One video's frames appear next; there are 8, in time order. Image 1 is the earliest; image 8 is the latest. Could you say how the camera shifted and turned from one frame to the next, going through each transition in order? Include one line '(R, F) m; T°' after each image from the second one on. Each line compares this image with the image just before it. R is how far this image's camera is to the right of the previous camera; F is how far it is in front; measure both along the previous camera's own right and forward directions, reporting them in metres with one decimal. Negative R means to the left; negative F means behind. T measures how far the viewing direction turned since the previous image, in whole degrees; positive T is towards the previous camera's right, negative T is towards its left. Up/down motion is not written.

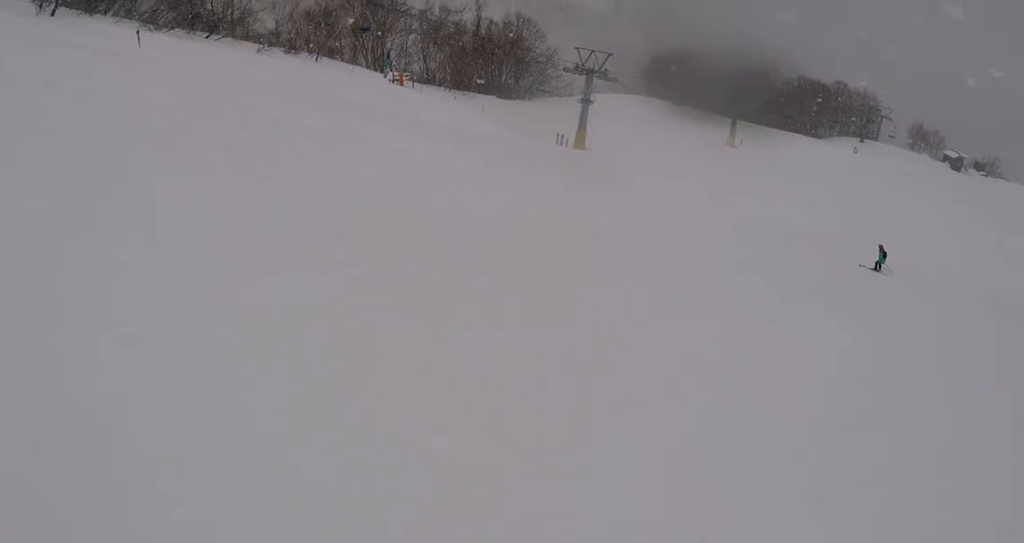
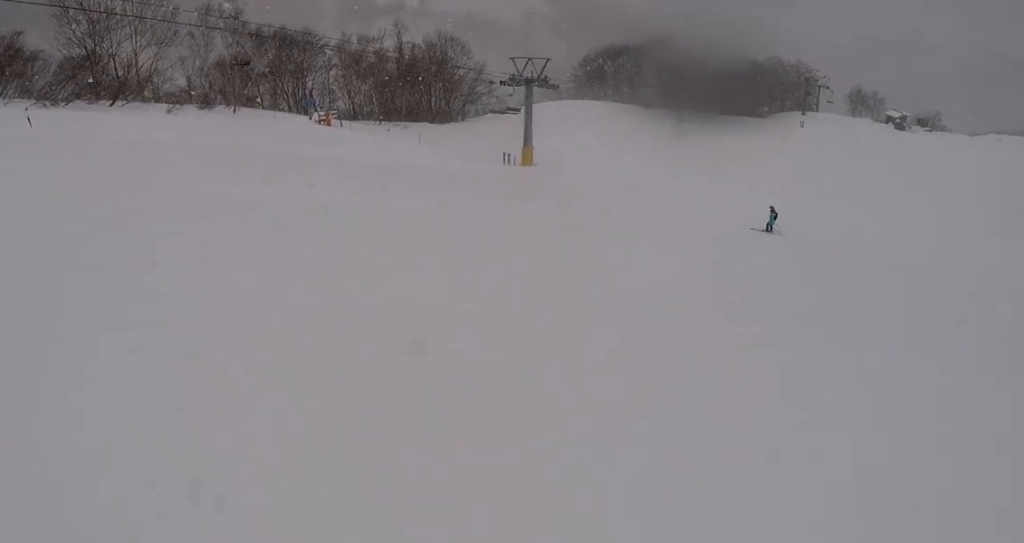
(-0.4, +4.6) m; +4°
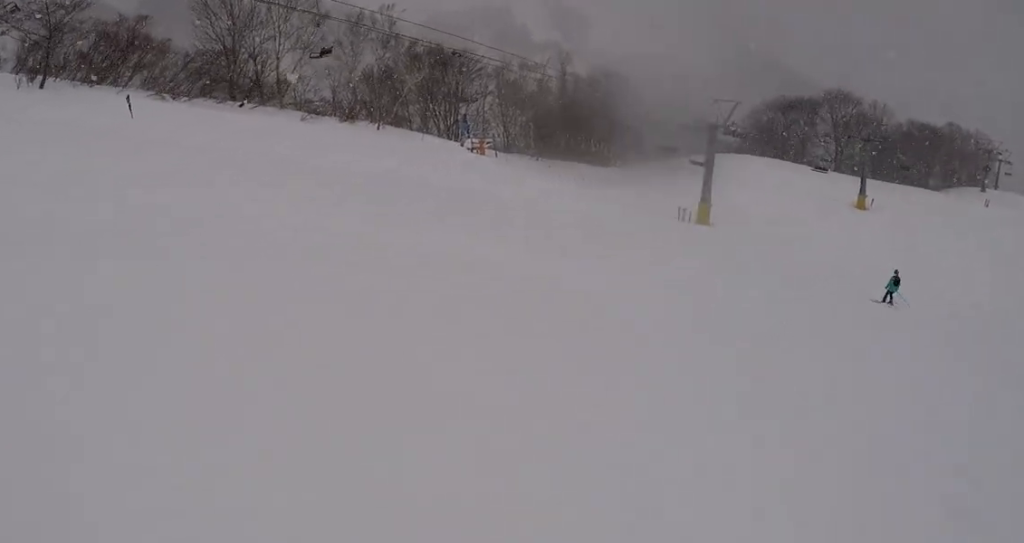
(+1.2, +6.9) m; +18°
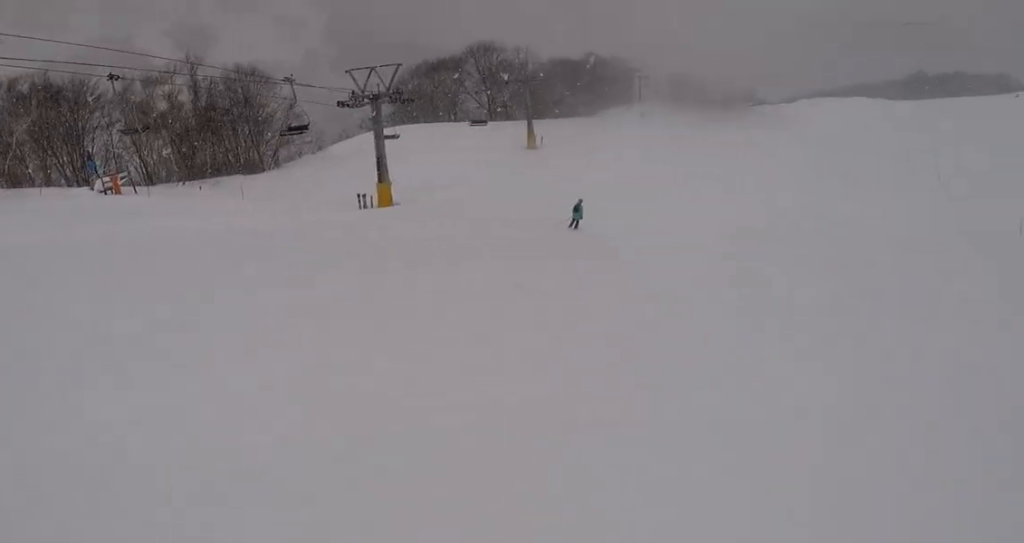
(+1.1, +6.8) m; +26°
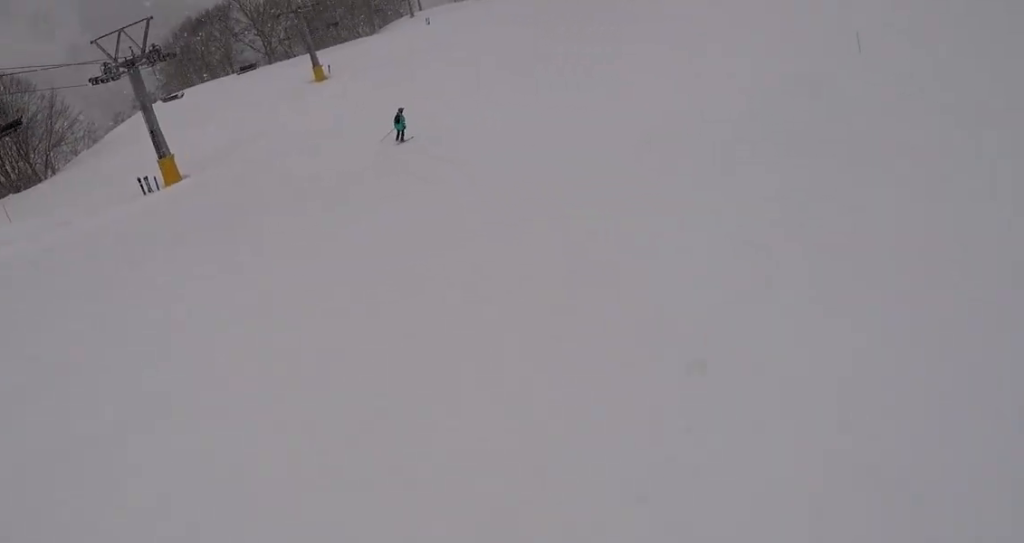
(+0.7, +4.7) m; +17°
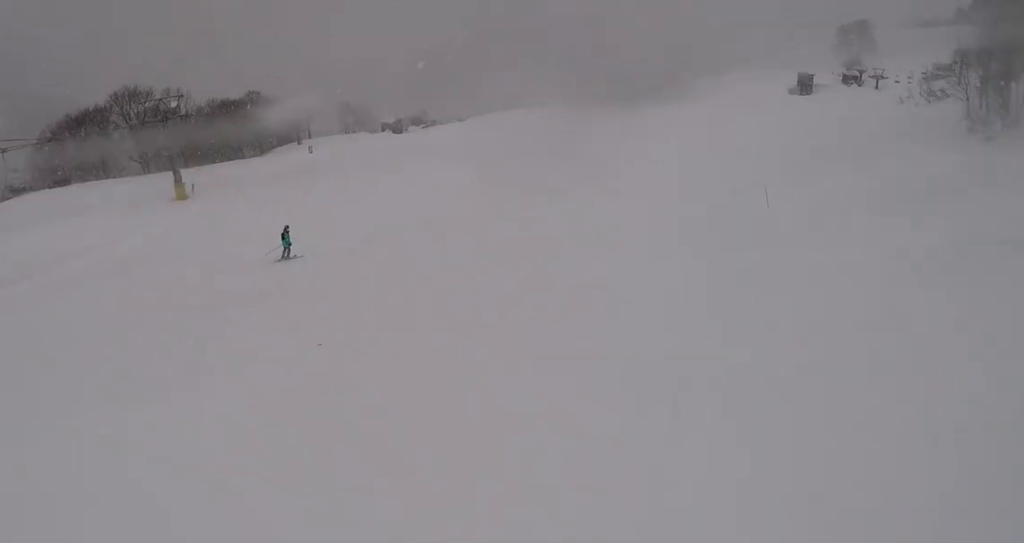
(+1.1, +7.6) m; -9°
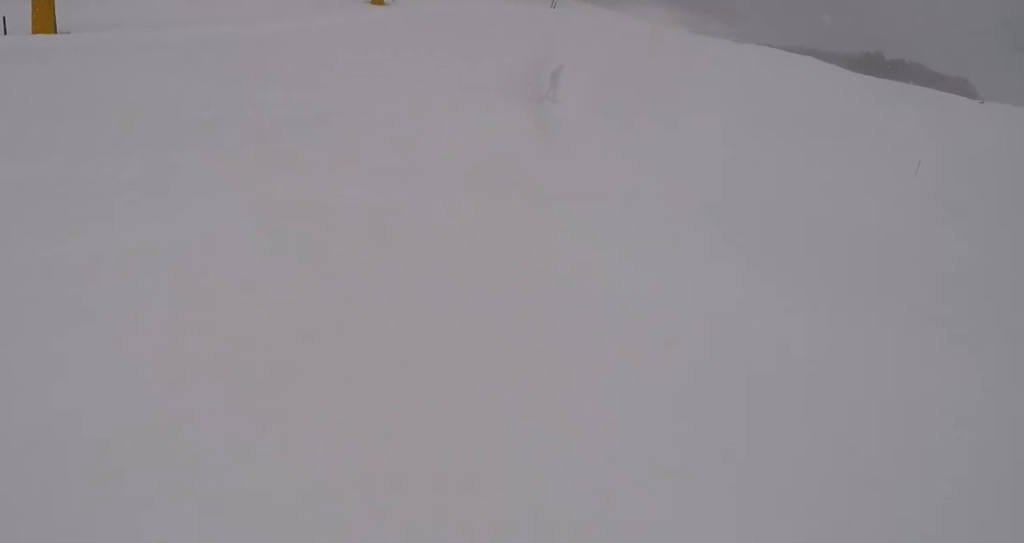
(-2.5, +8.7) m; -13°
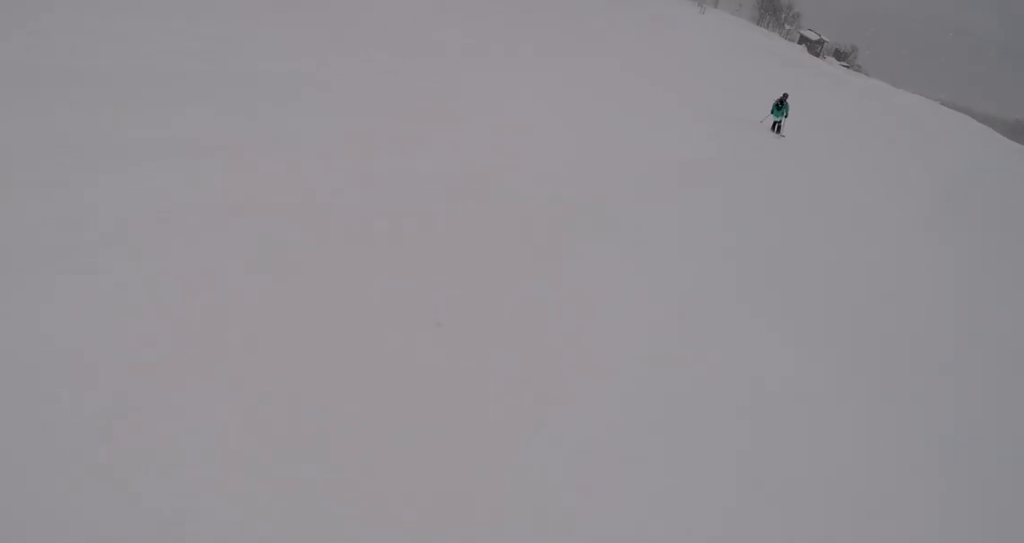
(+0.3, +6.4) m; +2°
